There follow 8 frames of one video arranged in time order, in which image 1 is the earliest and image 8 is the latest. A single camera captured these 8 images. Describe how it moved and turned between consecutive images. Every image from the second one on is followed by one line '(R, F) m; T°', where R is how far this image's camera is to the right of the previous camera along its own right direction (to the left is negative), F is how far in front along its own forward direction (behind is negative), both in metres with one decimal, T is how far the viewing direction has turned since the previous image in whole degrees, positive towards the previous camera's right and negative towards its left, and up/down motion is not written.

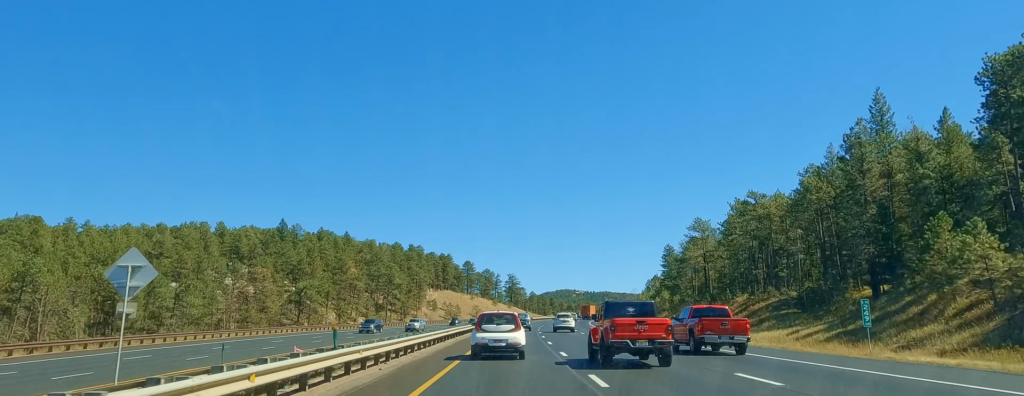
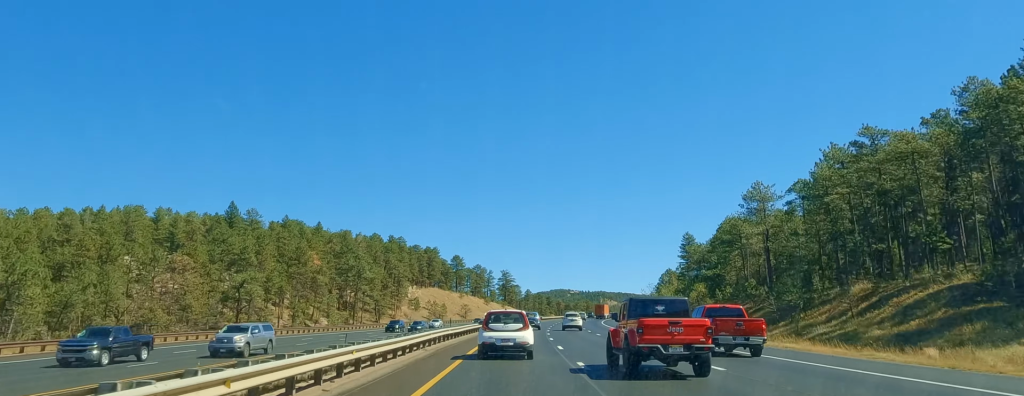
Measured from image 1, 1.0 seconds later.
(+0.1, +31.3) m; +1°
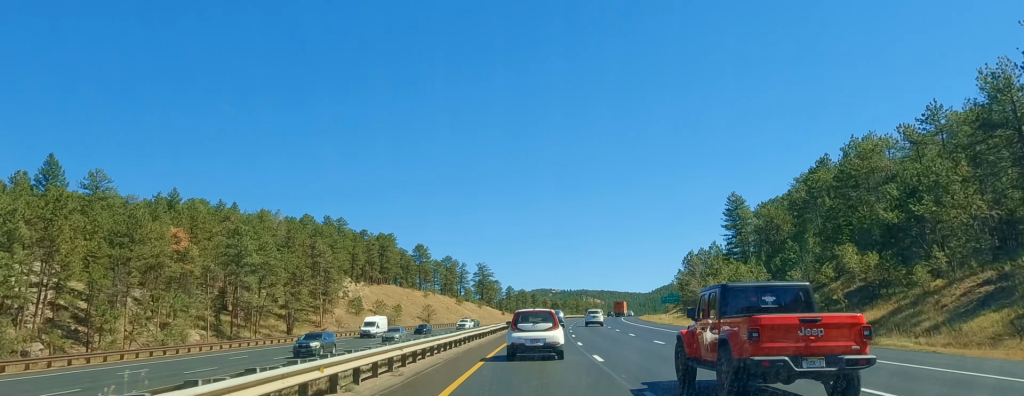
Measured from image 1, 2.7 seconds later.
(+0.4, +57.1) m; +2°
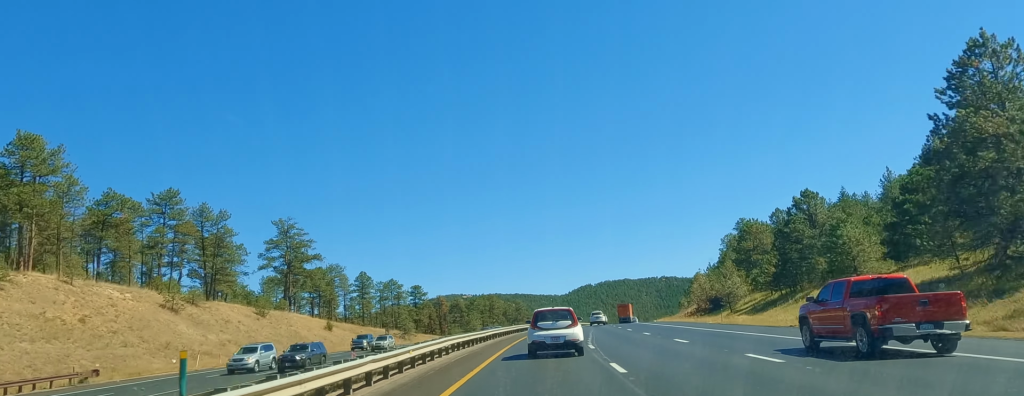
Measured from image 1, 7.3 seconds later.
(+12.0, +149.2) m; +8°
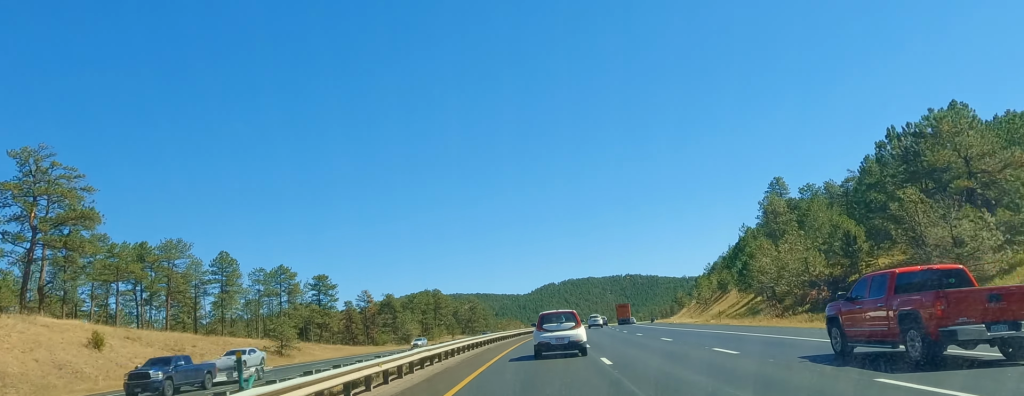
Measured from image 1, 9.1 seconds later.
(+1.2, +57.0) m; +2°
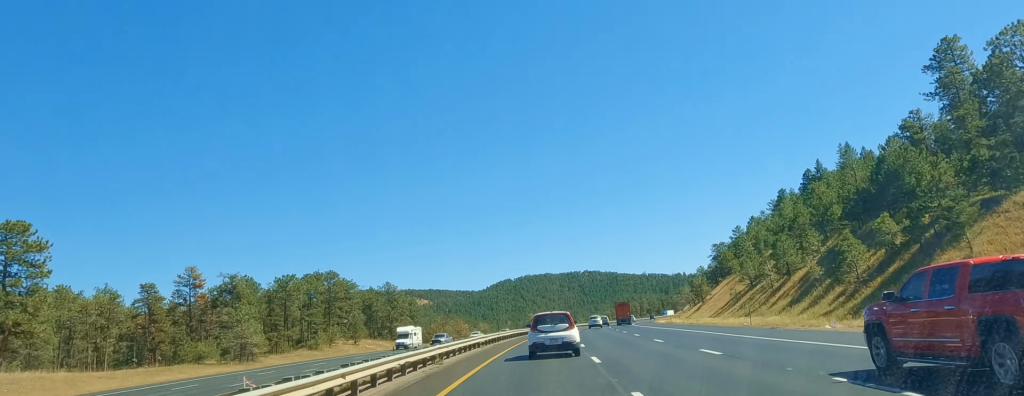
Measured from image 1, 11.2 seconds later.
(+1.9, +71.2) m; +3°
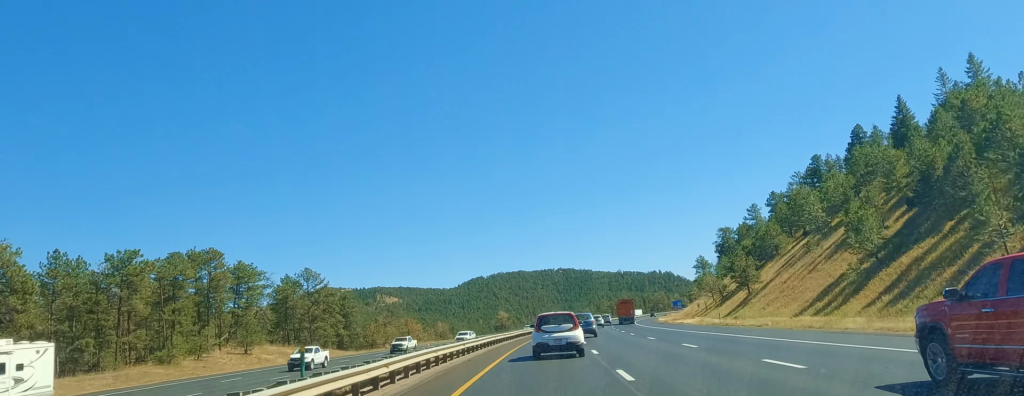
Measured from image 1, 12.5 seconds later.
(+0.6, +42.7) m; +2°
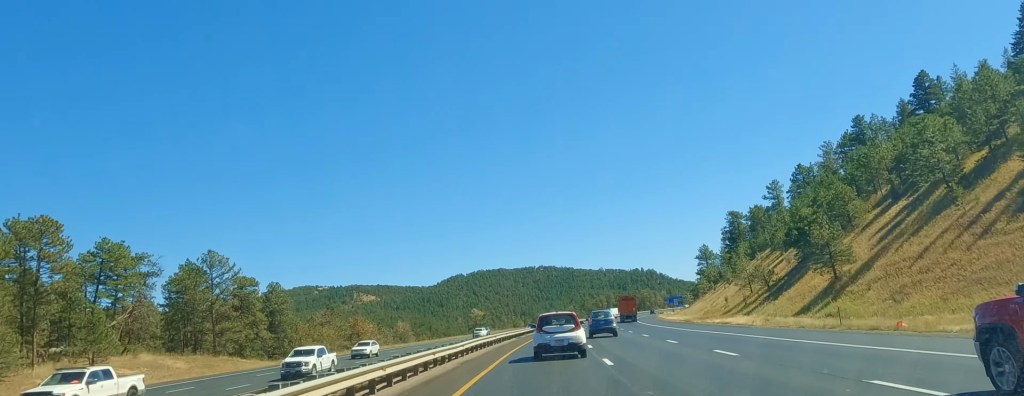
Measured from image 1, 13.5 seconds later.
(+0.6, +30.7) m; +1°
